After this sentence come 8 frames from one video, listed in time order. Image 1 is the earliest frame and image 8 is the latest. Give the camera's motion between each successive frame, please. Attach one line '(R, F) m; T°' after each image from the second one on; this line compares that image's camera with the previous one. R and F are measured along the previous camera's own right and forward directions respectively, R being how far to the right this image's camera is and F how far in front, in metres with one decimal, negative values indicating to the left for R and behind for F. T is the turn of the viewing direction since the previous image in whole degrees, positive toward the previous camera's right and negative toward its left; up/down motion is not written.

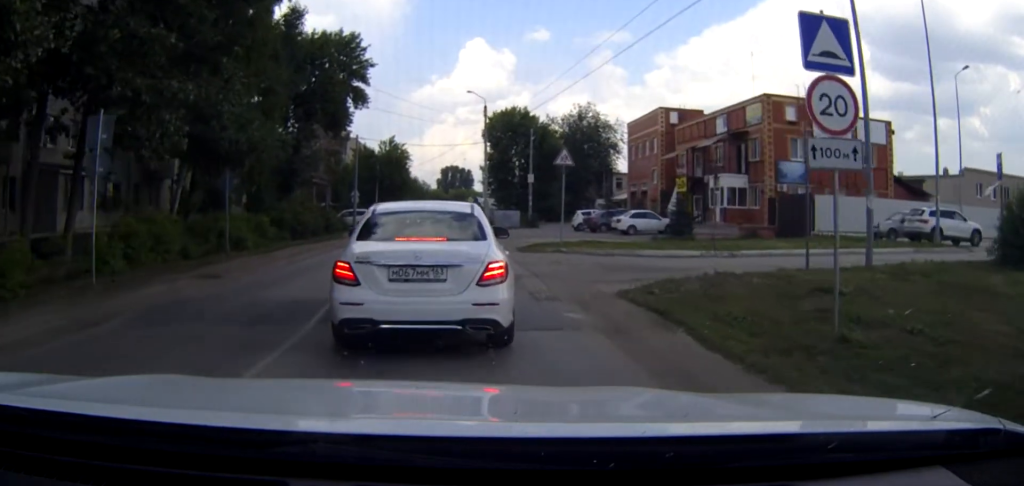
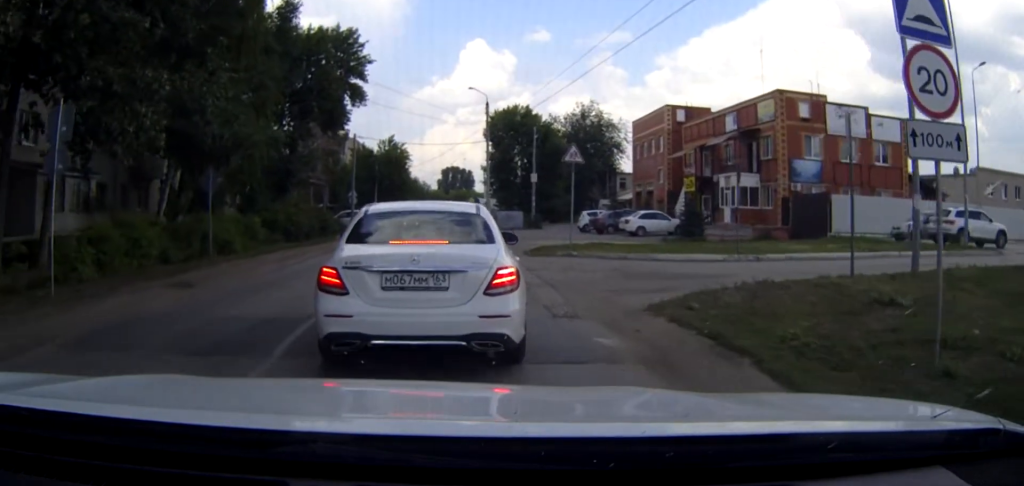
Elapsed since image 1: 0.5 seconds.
(0.0, +2.6) m; 0°
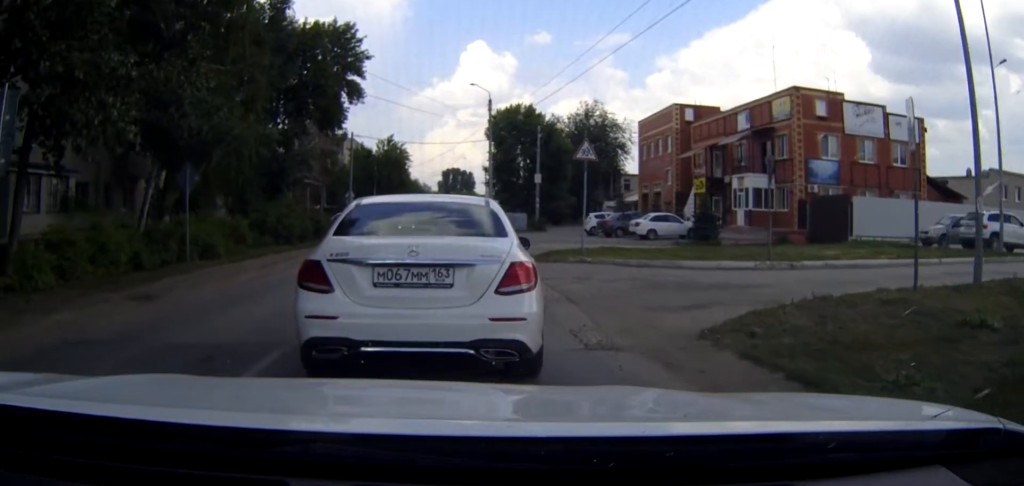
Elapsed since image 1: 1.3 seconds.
(0.0, +3.3) m; 0°
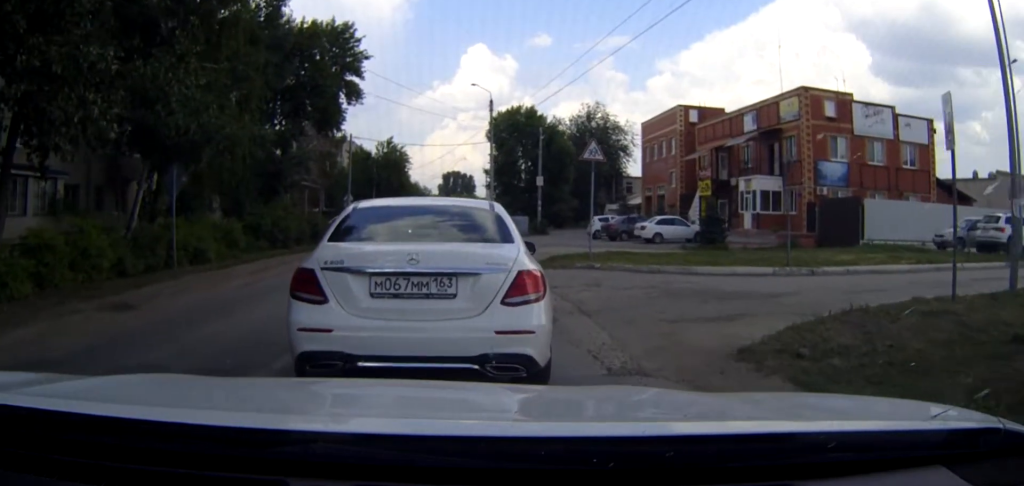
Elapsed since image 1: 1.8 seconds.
(0.0, +1.5) m; 0°
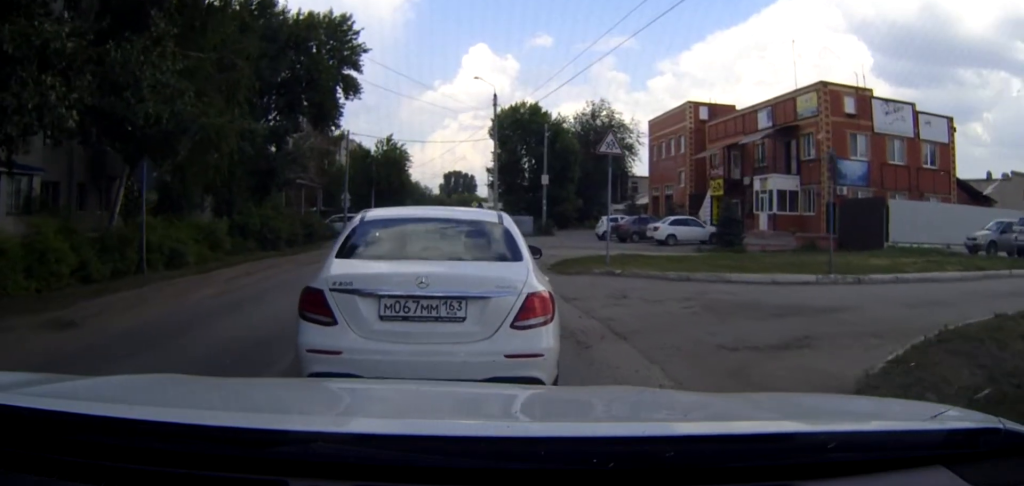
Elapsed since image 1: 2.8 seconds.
(0.0, +2.3) m; 0°
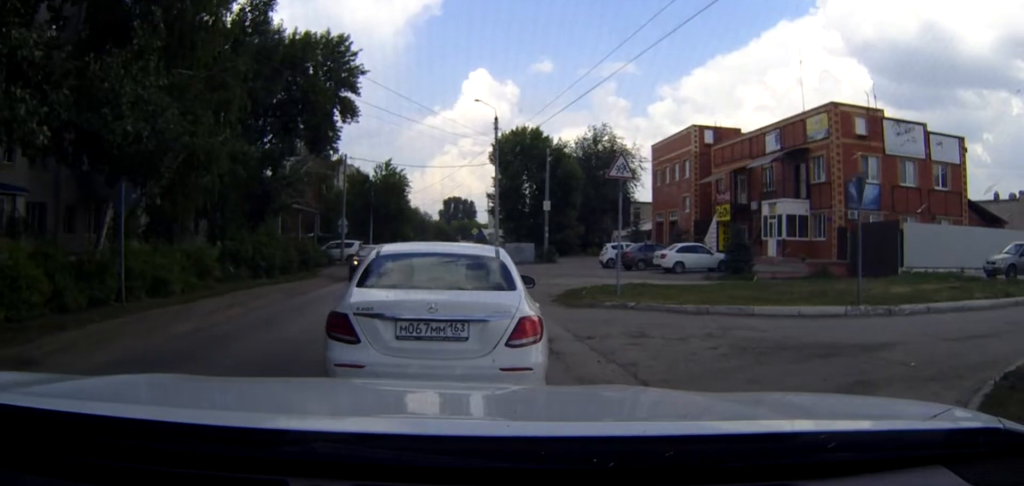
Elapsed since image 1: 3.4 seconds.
(0.0, +1.4) m; 0°
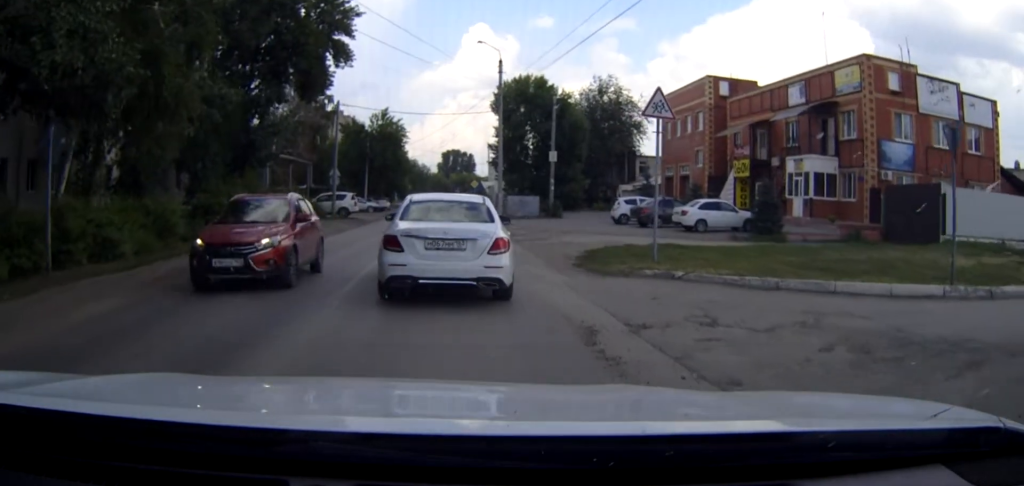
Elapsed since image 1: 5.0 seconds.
(0.0, +3.7) m; 0°
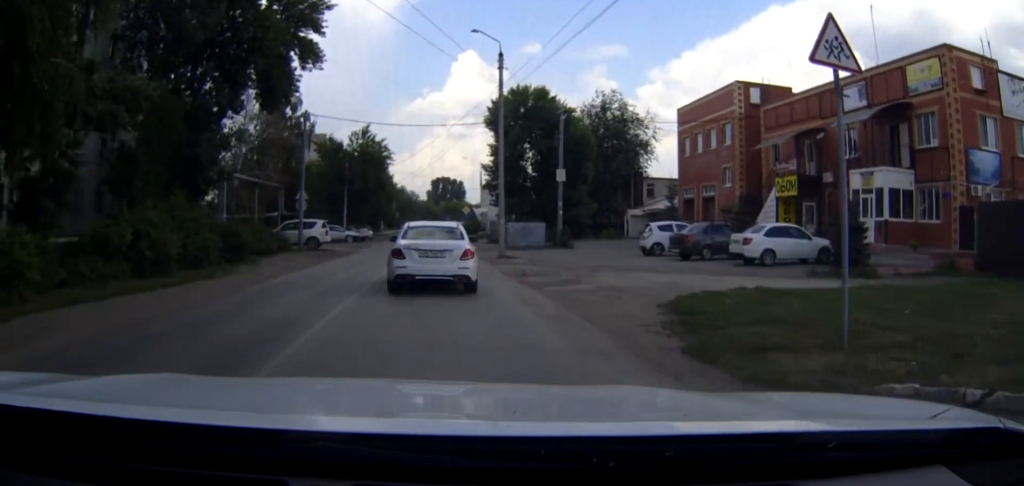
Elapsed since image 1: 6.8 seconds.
(0.0, +6.3) m; 0°
